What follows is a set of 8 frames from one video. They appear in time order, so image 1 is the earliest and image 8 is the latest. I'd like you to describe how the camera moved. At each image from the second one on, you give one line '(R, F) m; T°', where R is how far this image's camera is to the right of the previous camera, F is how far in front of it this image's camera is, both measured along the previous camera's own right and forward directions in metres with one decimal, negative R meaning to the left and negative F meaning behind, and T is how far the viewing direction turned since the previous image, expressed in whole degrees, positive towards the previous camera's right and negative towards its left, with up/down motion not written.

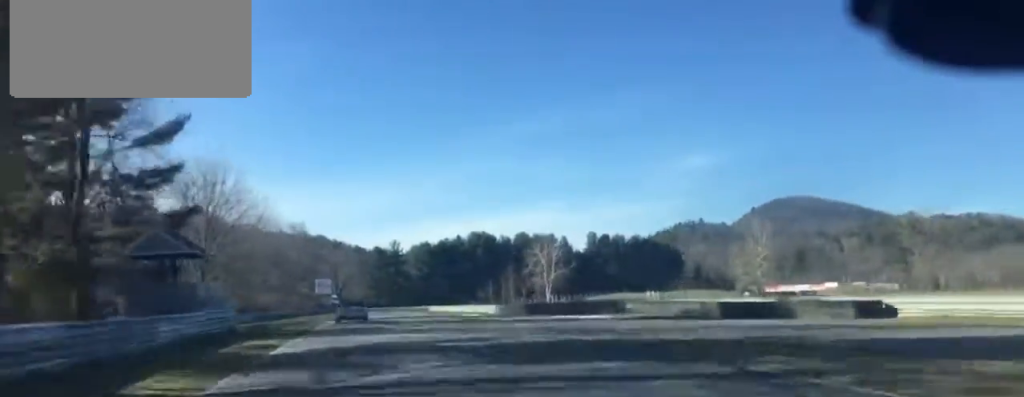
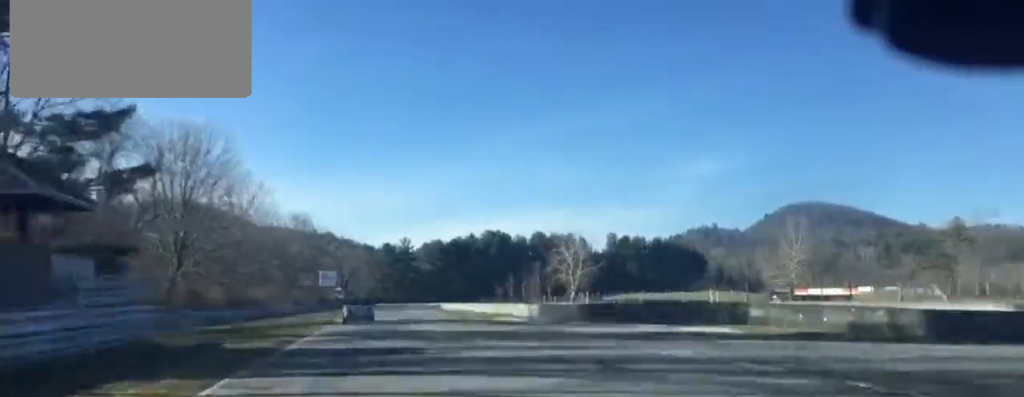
(-0.3, +16.8) m; -2°
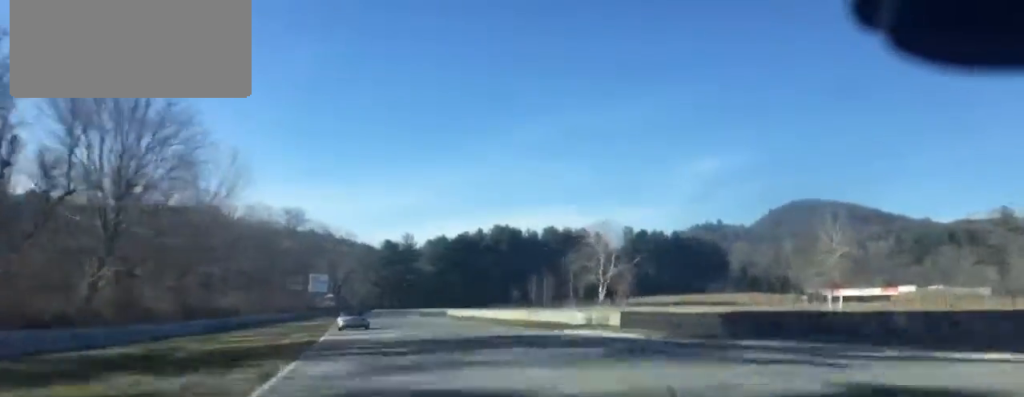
(-0.3, +22.2) m; 0°
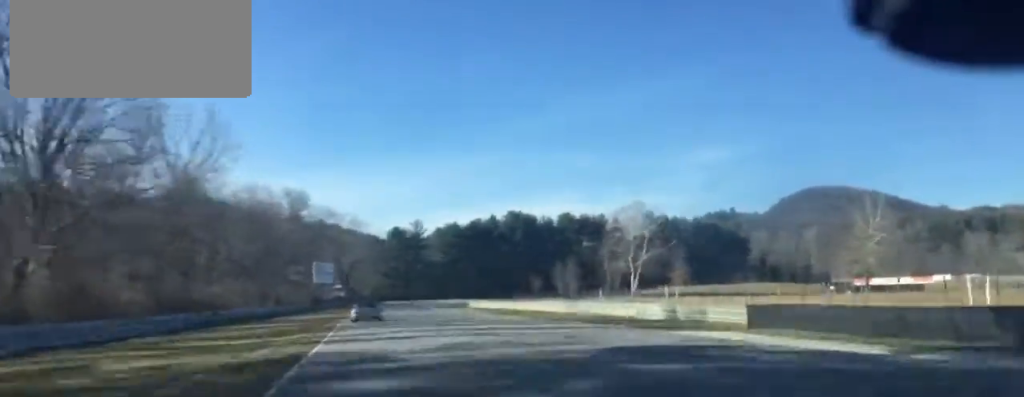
(-0.2, +14.0) m; 0°
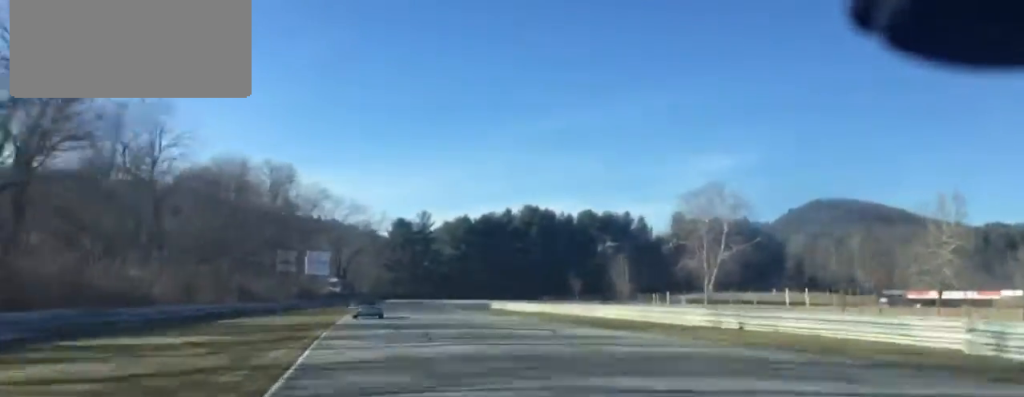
(+0.4, +27.8) m; 0°
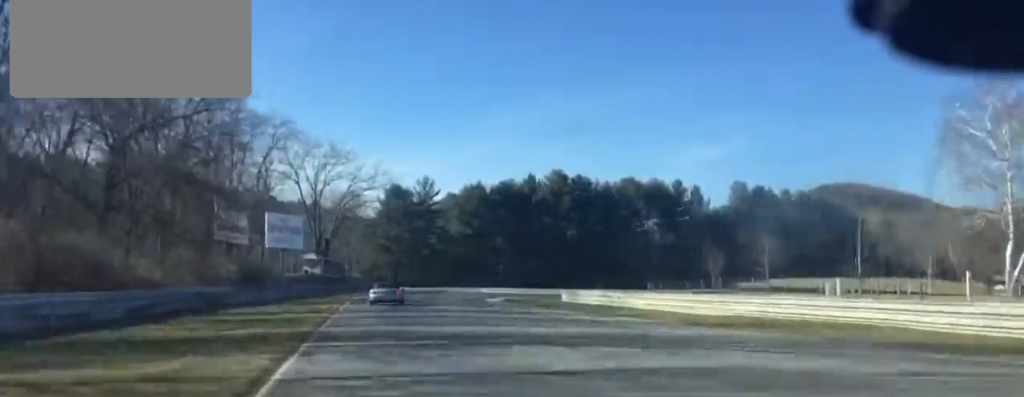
(-0.2, +46.9) m; 0°
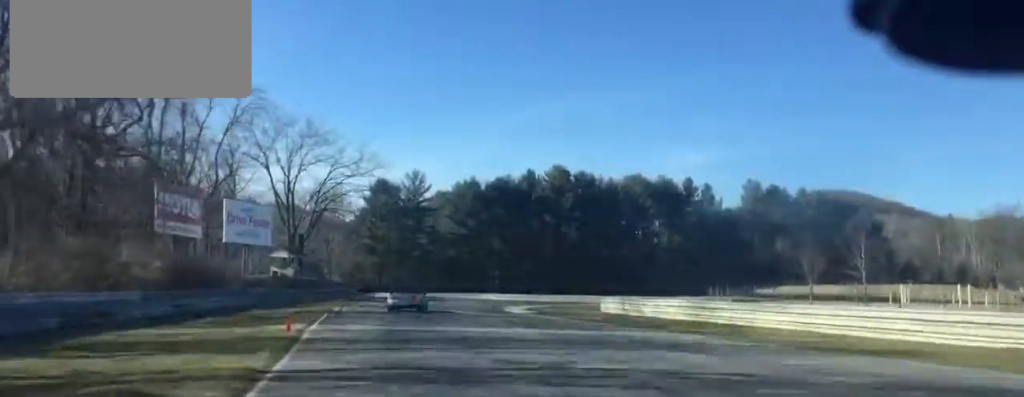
(-0.1, +17.4) m; +3°
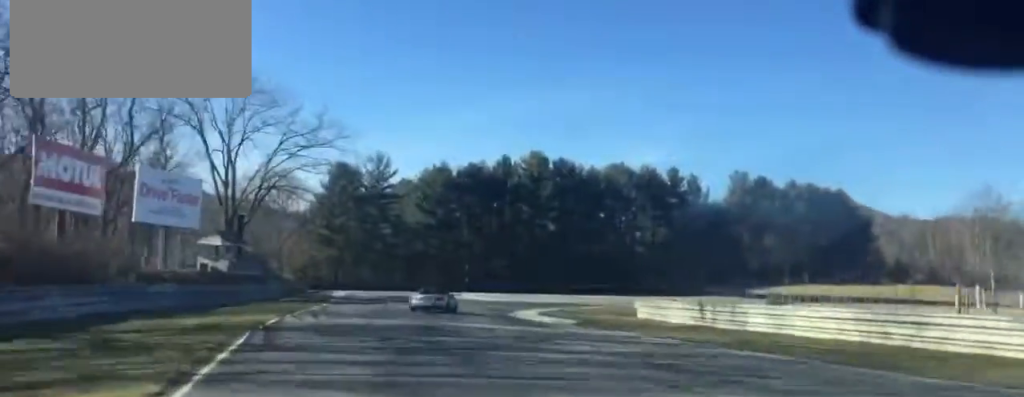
(-0.3, +17.2) m; +3°
